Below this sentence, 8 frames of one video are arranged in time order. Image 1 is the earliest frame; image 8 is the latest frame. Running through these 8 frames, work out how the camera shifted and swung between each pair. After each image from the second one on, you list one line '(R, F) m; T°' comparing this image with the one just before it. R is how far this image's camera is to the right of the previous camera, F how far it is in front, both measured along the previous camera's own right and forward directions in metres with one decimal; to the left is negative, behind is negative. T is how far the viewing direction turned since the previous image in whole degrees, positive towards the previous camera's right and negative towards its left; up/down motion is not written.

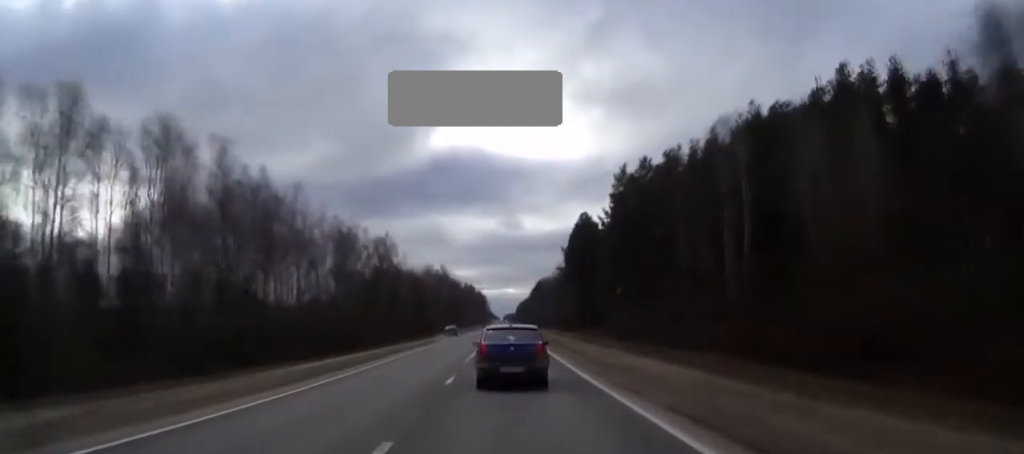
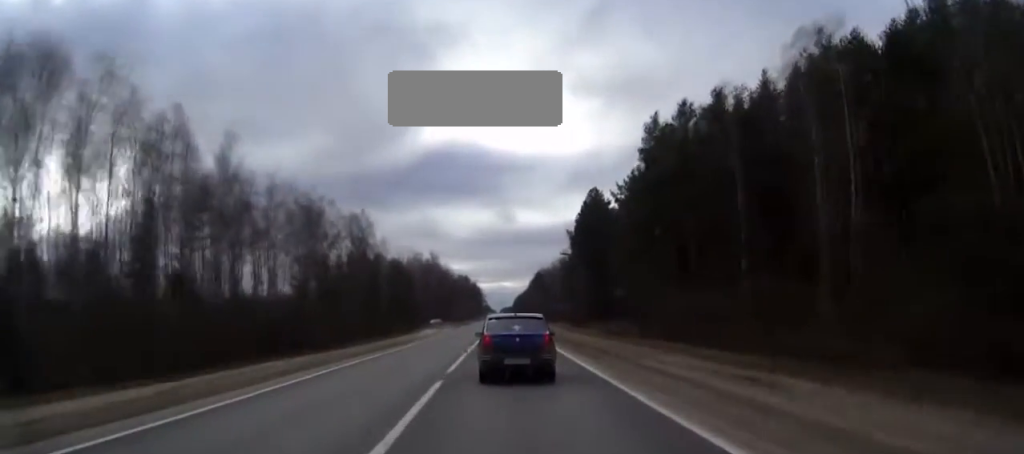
(+0.1, +21.3) m; 0°
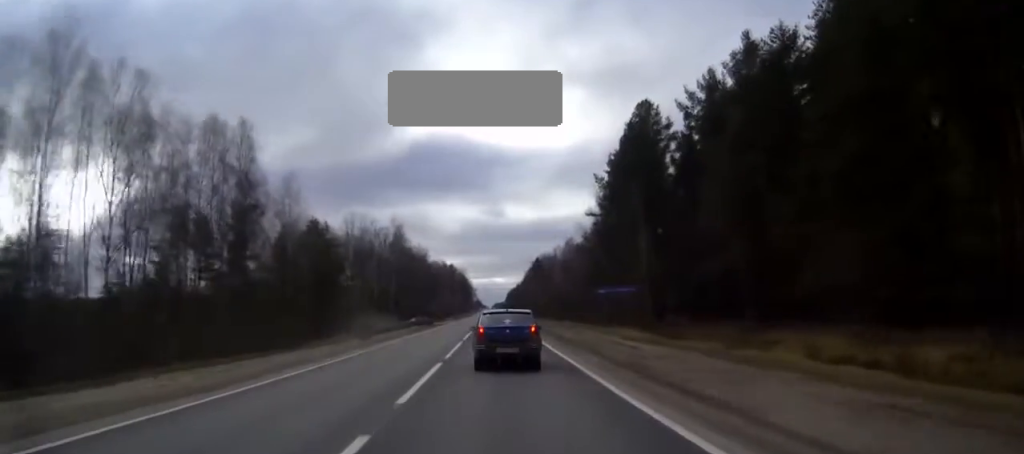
(+0.3, +52.7) m; +1°
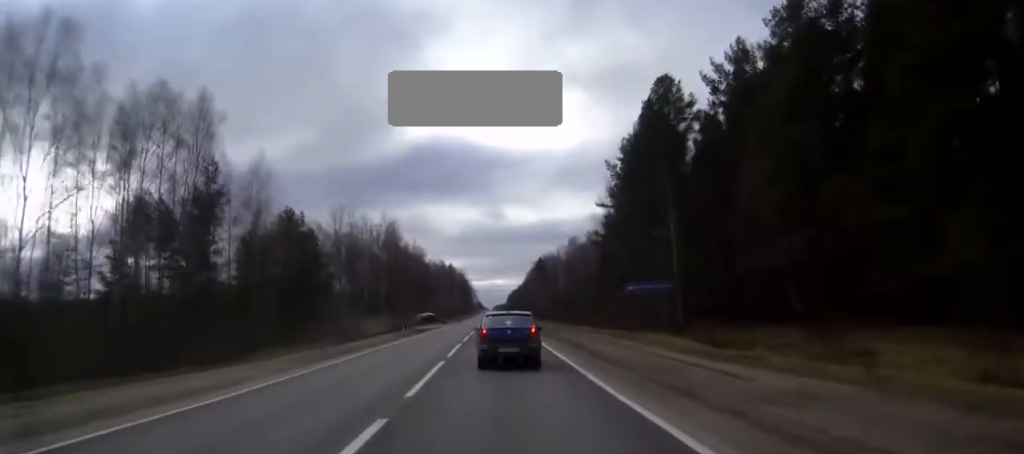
(0.0, +9.8) m; 0°
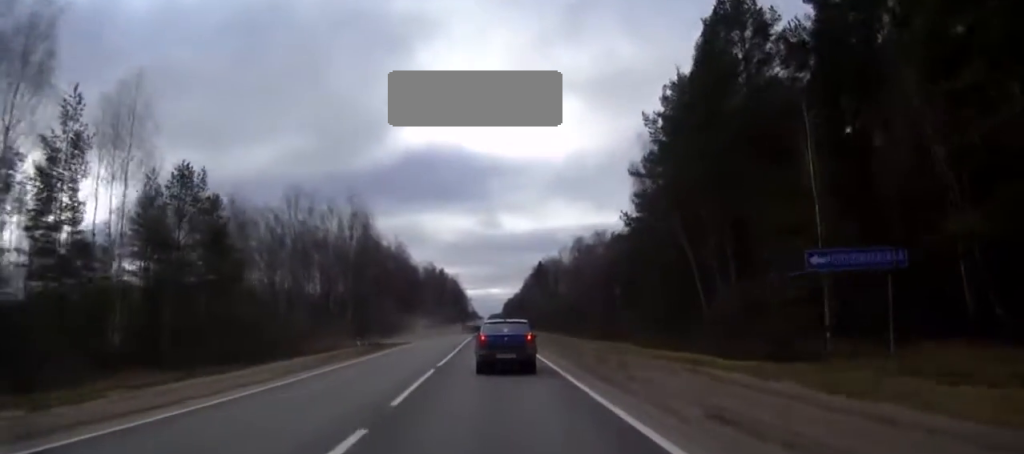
(0.0, +23.2) m; 0°
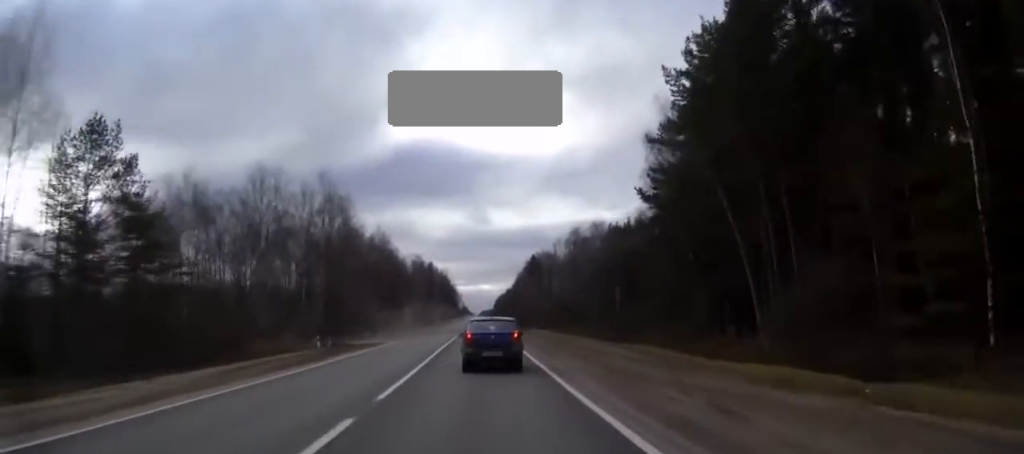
(0.0, +10.8) m; +1°
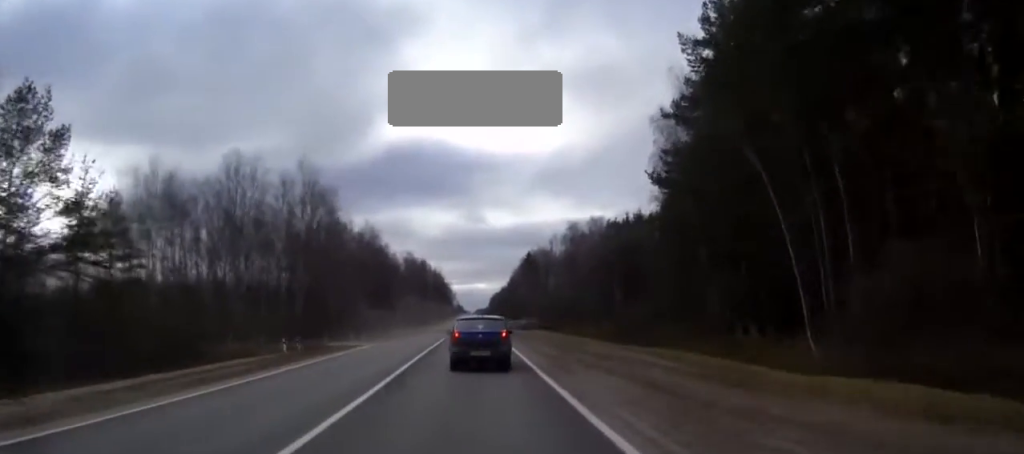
(+0.1, +6.1) m; +1°
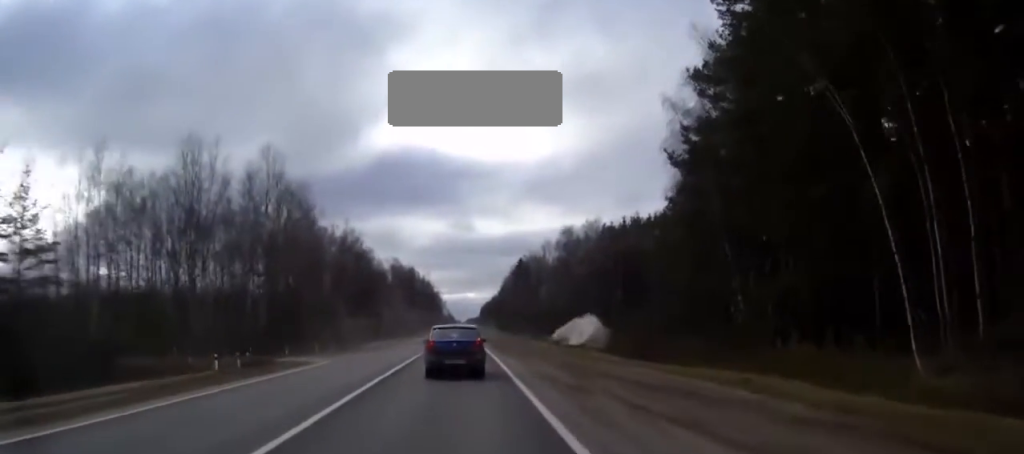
(+0.1, +8.8) m; +1°
